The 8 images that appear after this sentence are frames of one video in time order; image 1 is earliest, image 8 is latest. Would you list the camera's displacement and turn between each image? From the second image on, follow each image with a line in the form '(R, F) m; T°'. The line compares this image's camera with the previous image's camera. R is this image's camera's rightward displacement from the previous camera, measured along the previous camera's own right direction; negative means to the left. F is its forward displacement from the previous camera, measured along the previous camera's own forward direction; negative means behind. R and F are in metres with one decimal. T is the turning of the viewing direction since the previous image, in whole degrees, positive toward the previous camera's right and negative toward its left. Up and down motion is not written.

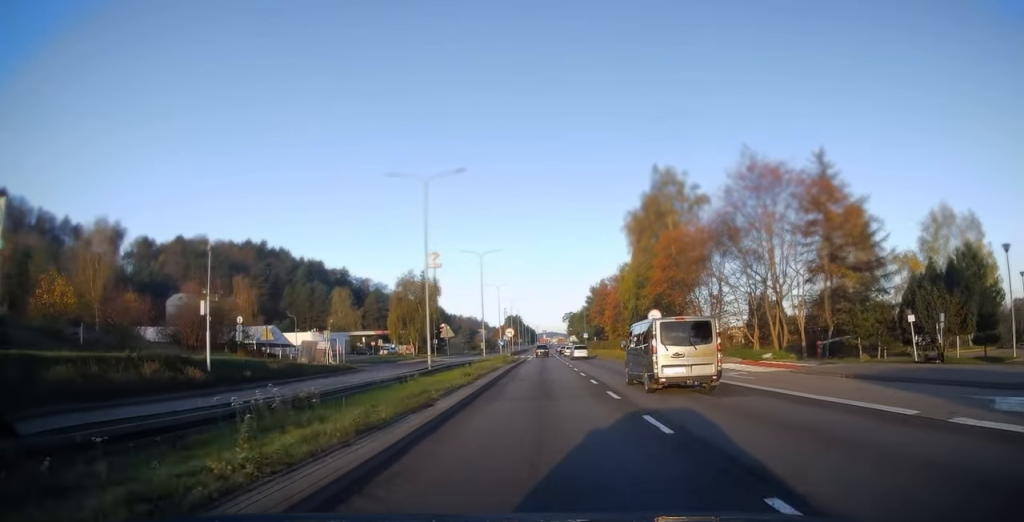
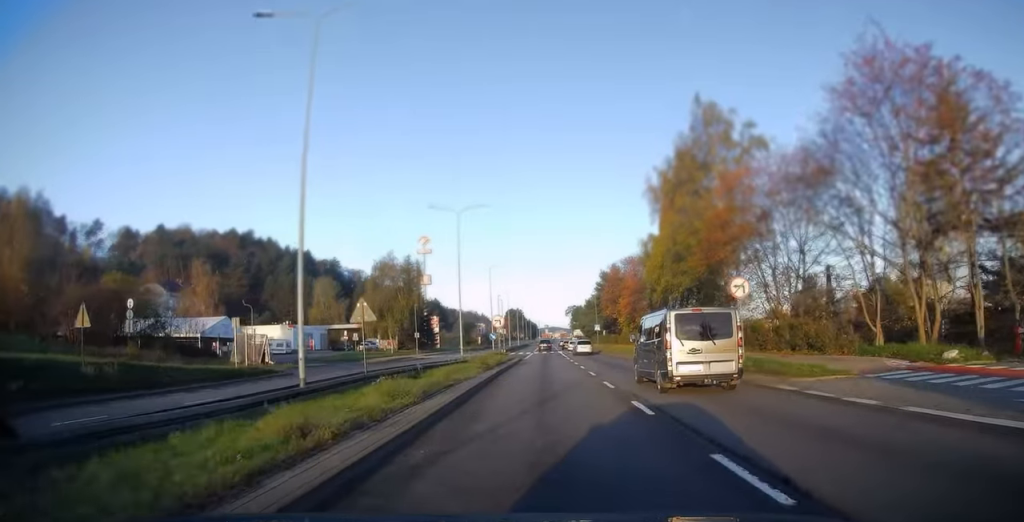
(-0.2, +16.2) m; -1°
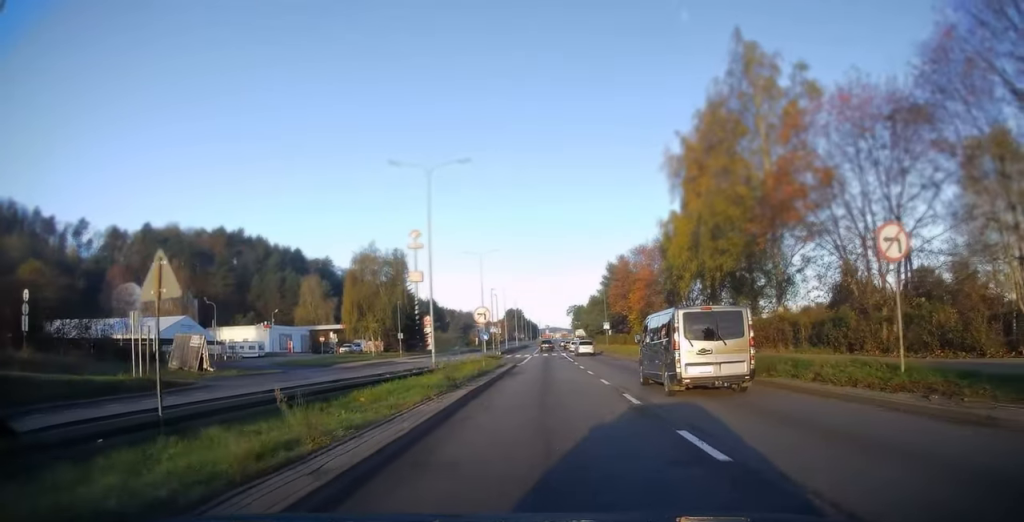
(-0.1, +10.2) m; 0°
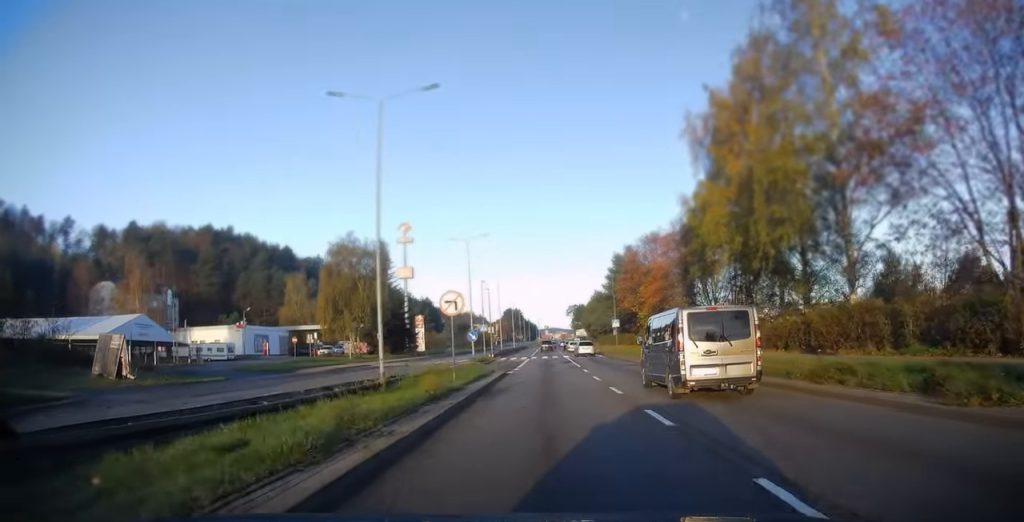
(0.0, +9.2) m; 0°
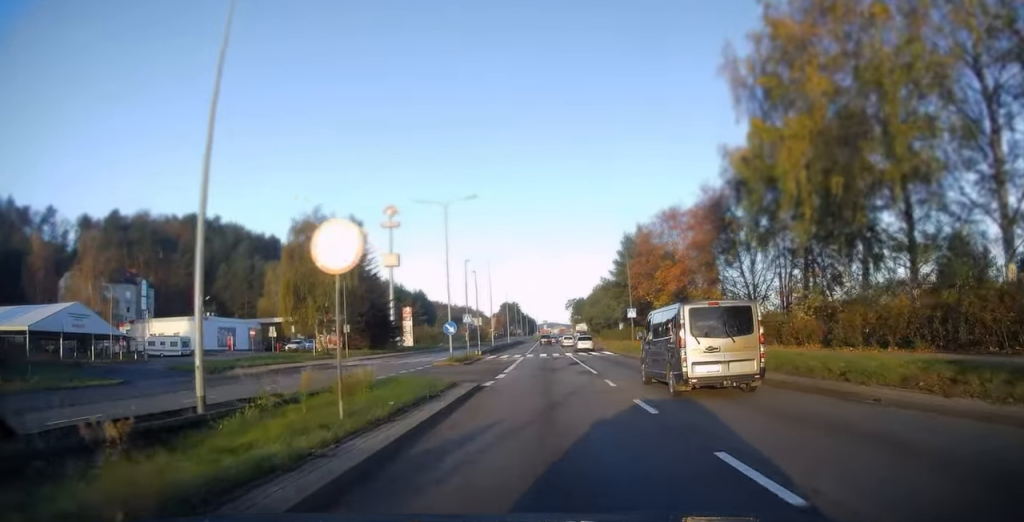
(0.0, +10.9) m; 0°
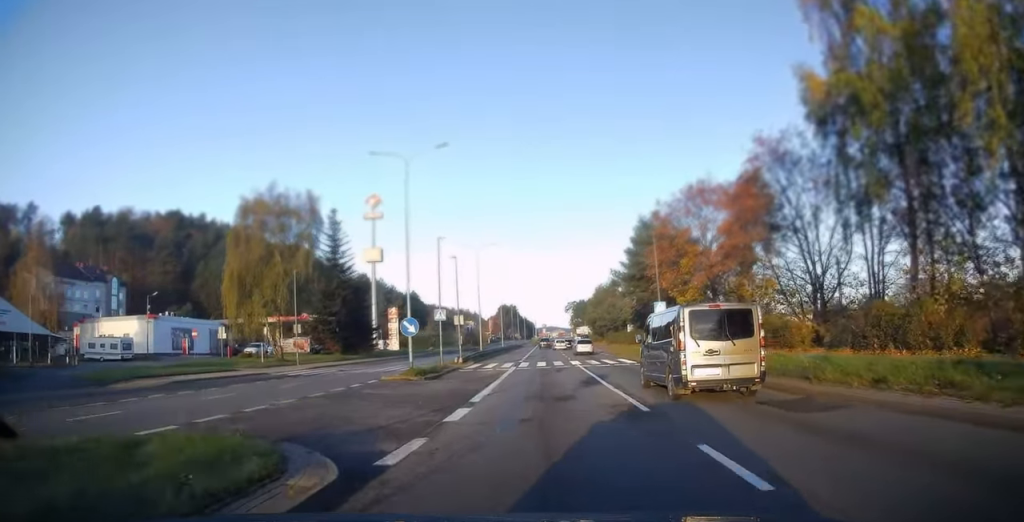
(0.0, +11.3) m; 0°
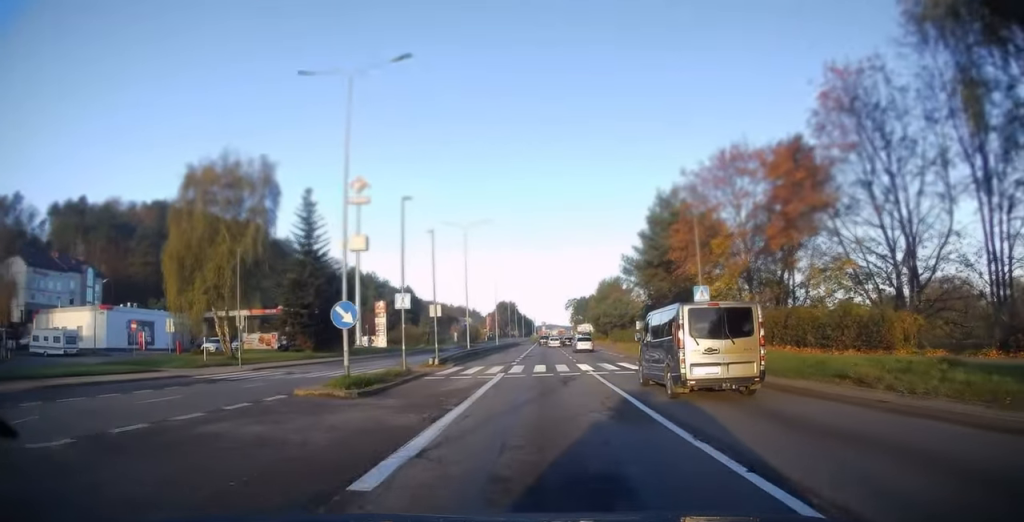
(0.0, +8.9) m; 0°
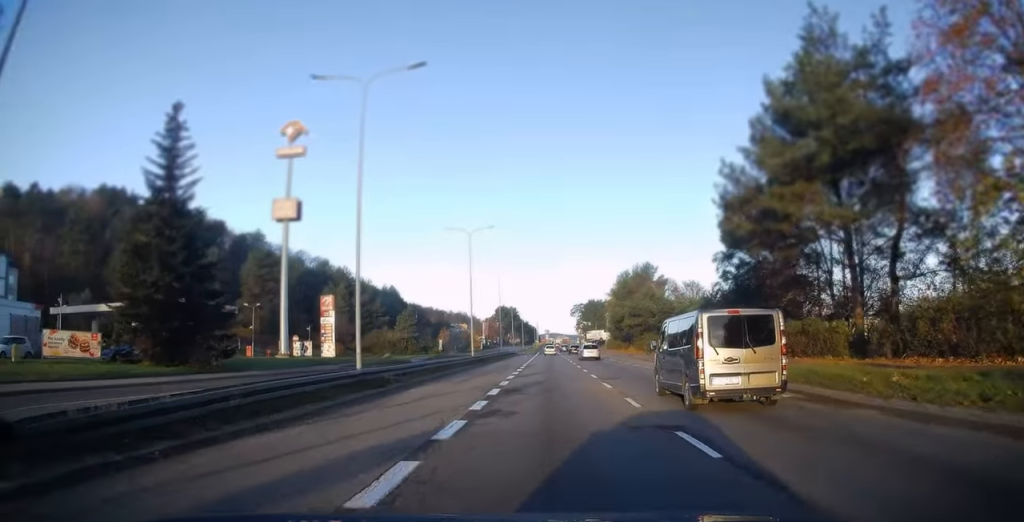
(+0.3, +28.5) m; +1°
